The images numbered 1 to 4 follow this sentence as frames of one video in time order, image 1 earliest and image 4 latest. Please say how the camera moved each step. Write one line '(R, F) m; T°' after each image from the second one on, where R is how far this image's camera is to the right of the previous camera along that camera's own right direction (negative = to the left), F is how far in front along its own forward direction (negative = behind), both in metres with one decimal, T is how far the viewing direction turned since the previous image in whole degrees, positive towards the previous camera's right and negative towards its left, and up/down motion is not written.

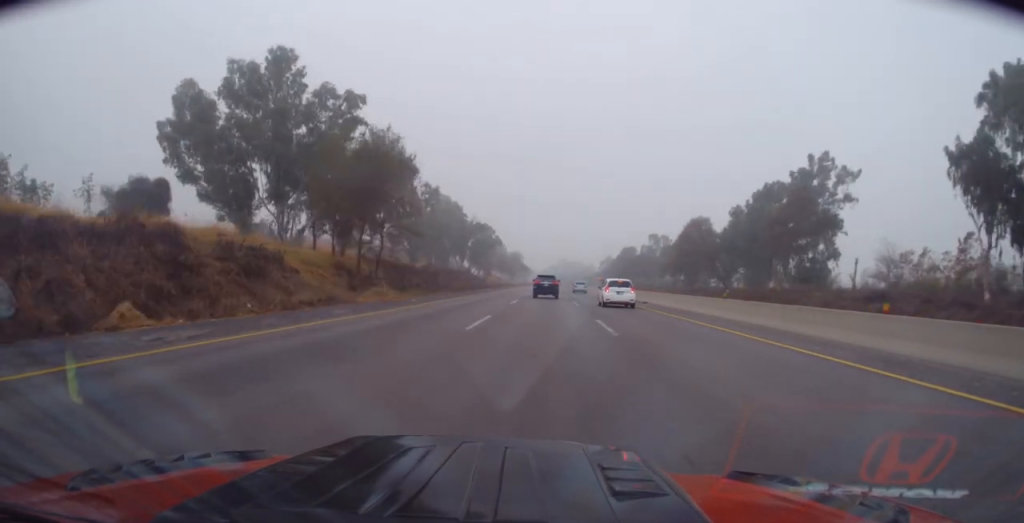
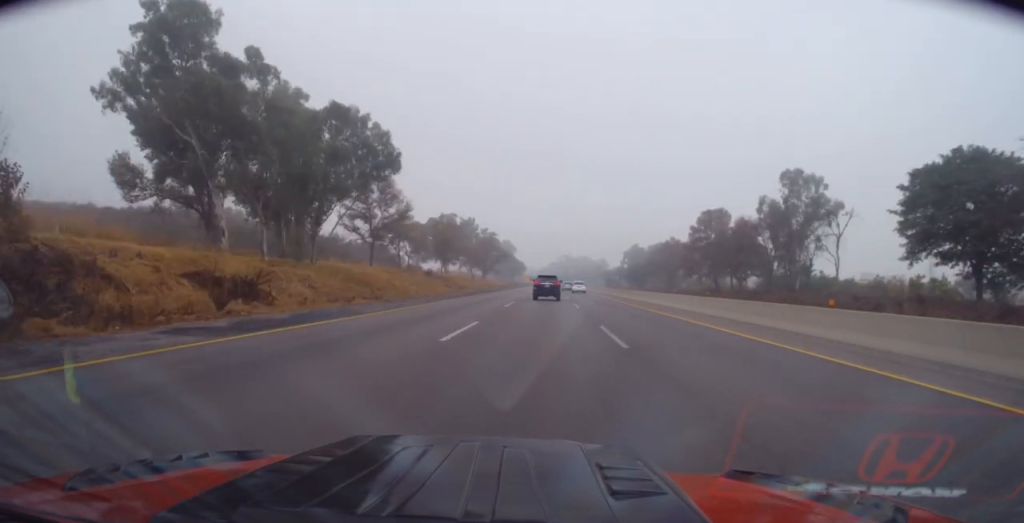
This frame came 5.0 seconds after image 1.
(0.0, +127.3) m; 0°
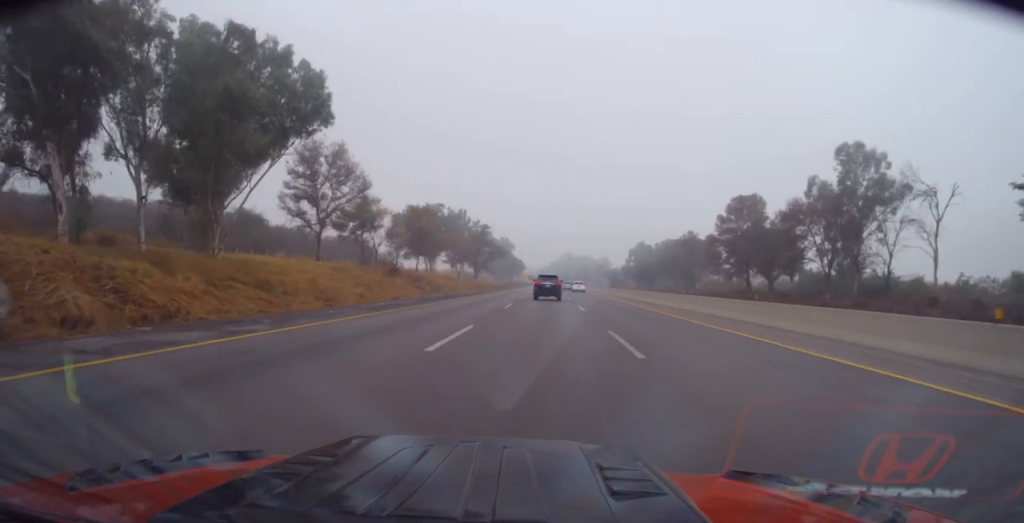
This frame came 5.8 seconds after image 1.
(+0.1, +19.7) m; -1°
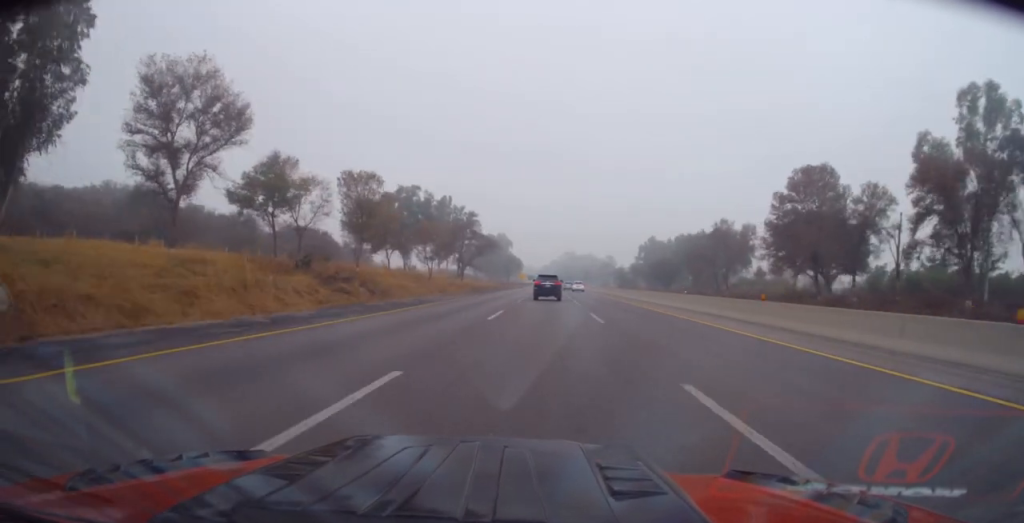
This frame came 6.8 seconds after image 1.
(-0.3, +26.5) m; 0°
